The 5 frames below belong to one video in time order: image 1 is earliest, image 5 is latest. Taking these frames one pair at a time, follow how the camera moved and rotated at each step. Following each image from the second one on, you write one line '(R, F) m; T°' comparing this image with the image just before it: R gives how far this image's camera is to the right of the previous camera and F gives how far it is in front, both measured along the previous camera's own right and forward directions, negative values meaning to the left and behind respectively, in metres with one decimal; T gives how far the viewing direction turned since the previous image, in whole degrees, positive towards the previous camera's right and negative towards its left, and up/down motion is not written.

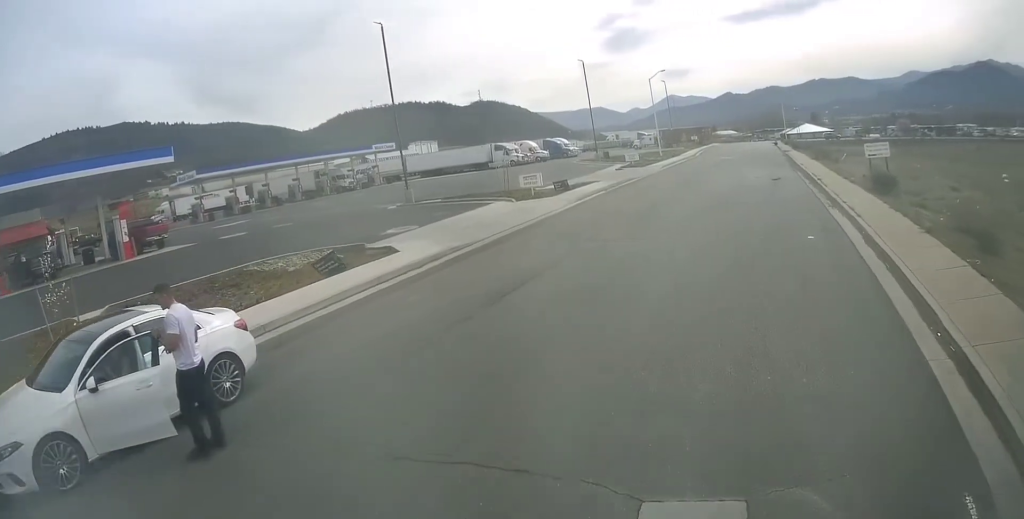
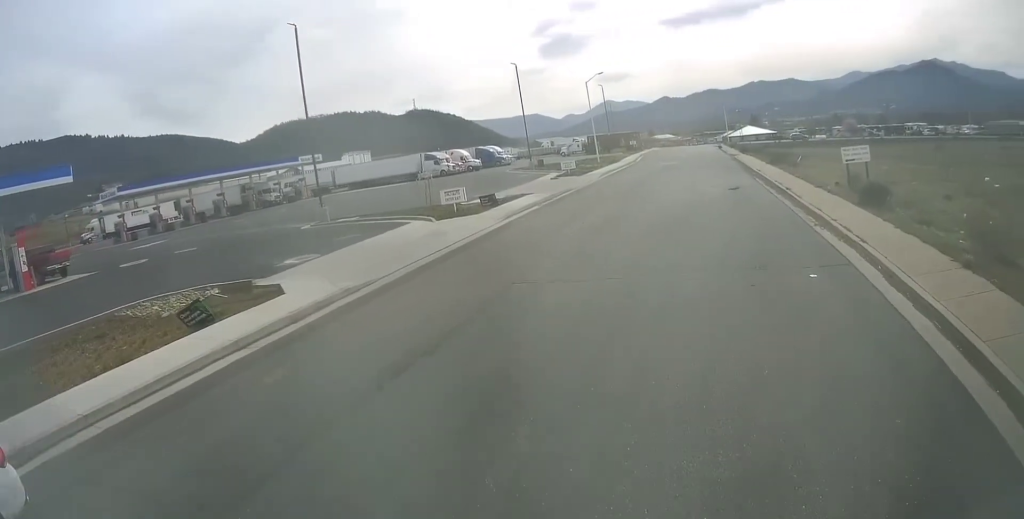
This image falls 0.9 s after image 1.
(0.0, +3.2) m; +1°
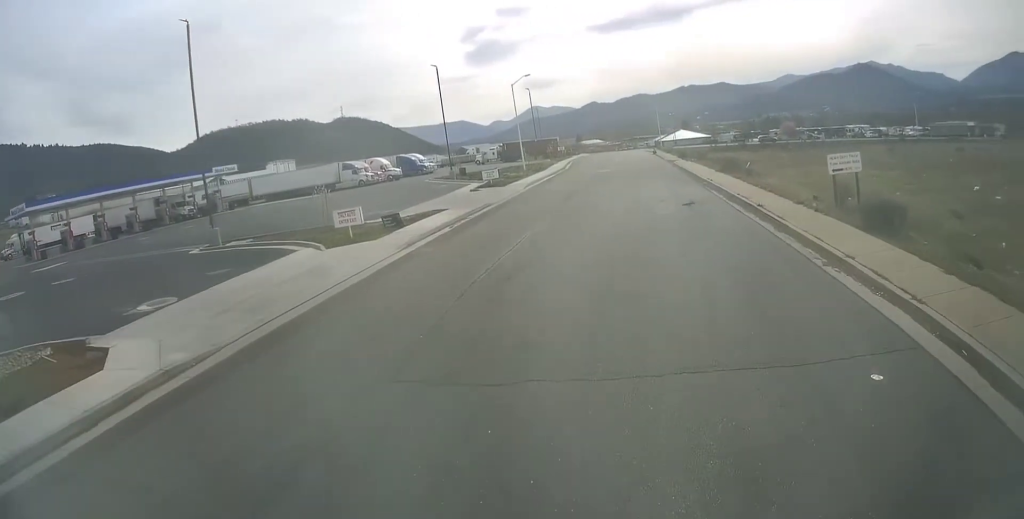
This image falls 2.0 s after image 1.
(0.0, +4.1) m; 0°
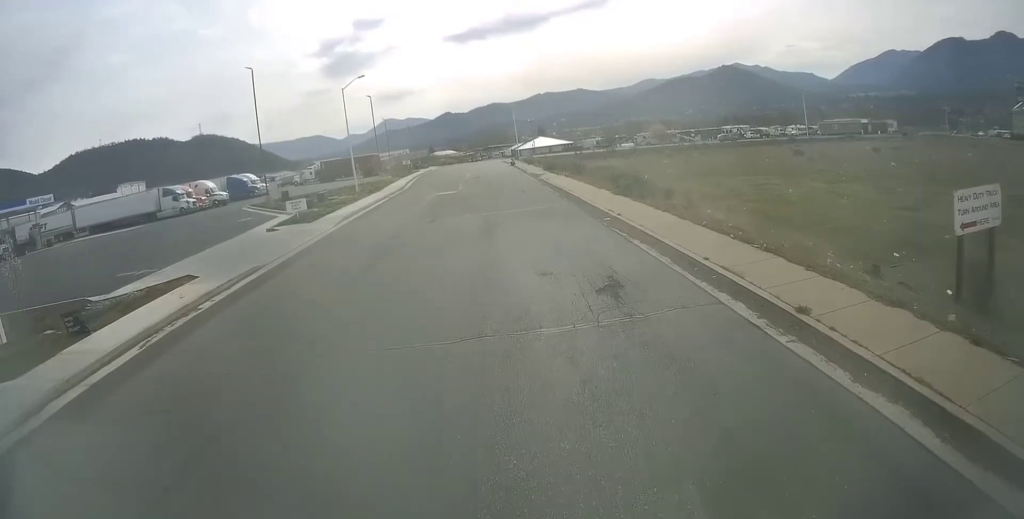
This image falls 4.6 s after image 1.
(0.0, +10.9) m; +16°
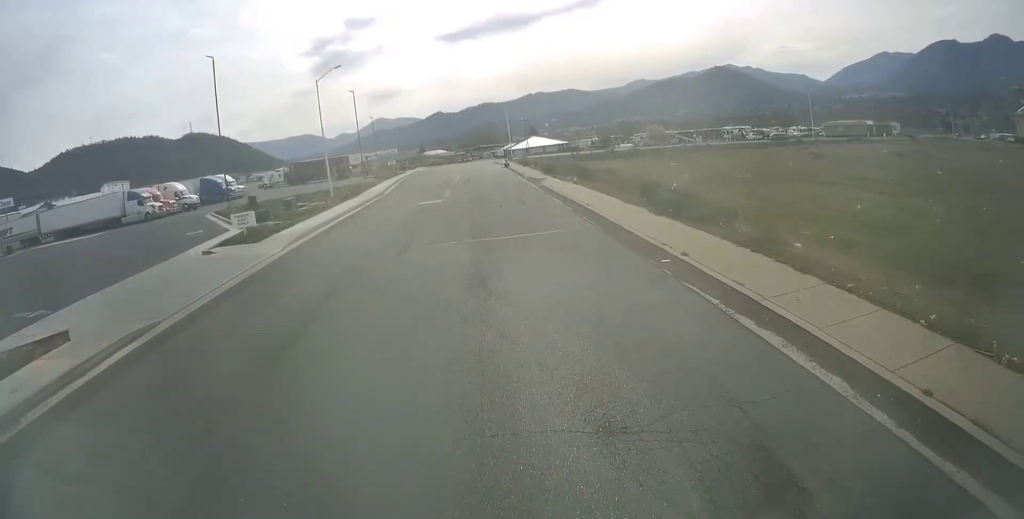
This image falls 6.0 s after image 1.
(+0.9, +6.2) m; +4°
